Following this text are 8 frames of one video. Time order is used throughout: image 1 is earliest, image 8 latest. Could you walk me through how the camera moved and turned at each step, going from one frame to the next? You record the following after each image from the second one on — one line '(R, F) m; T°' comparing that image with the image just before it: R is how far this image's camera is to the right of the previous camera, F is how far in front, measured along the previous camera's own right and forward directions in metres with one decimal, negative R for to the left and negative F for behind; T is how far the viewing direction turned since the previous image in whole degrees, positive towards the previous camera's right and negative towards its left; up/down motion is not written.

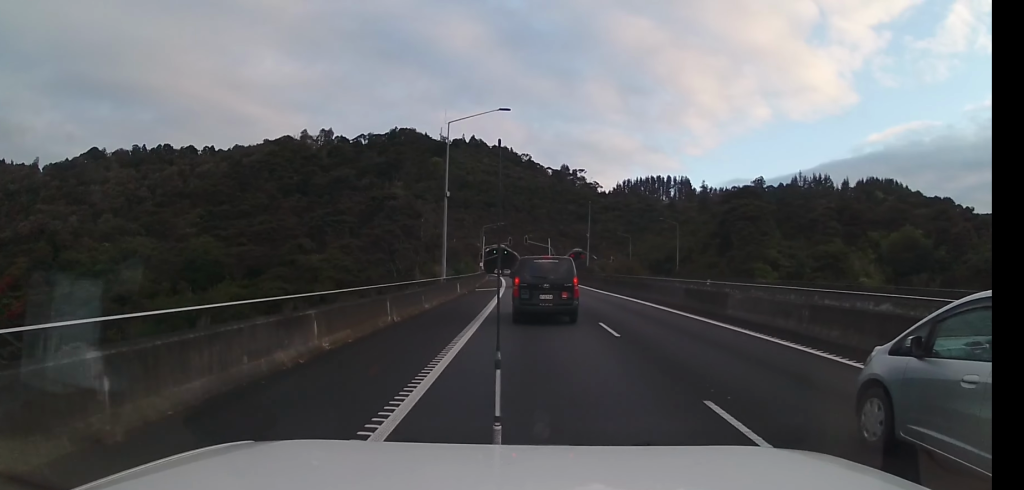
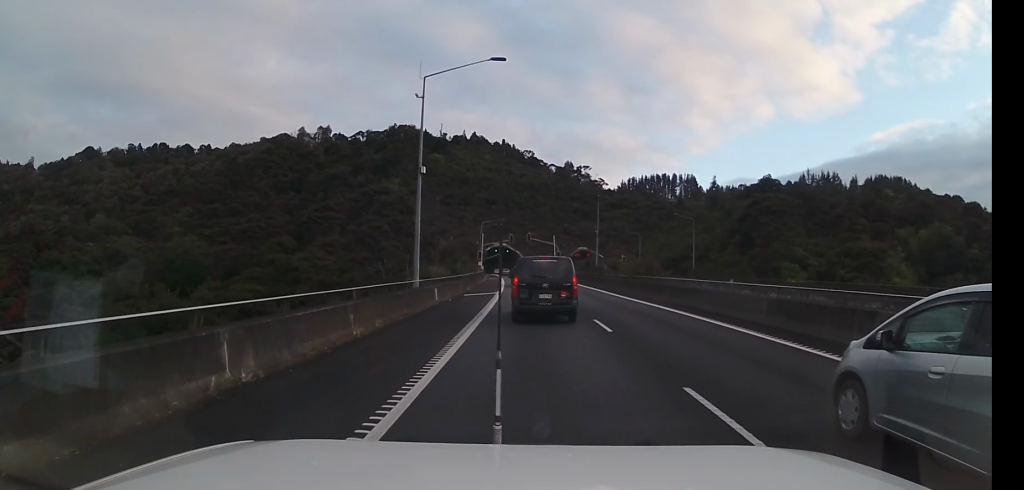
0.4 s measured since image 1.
(-0.2, +9.2) m; 0°
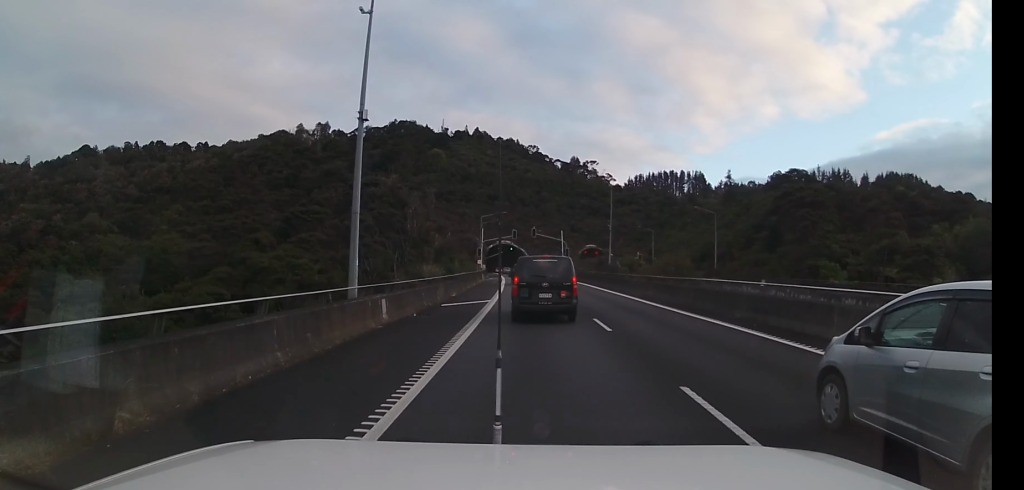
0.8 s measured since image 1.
(0.0, +9.9) m; 0°
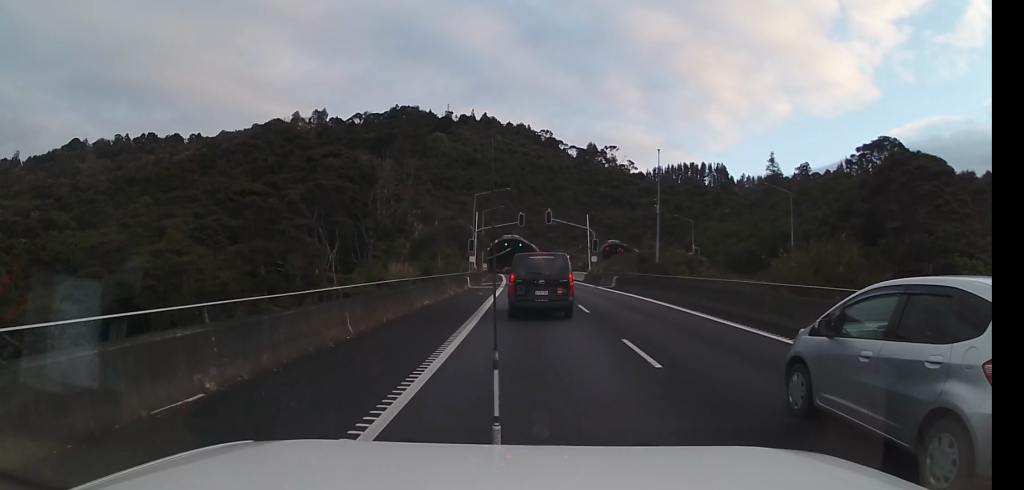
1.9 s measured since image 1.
(+0.1, +24.7) m; -1°
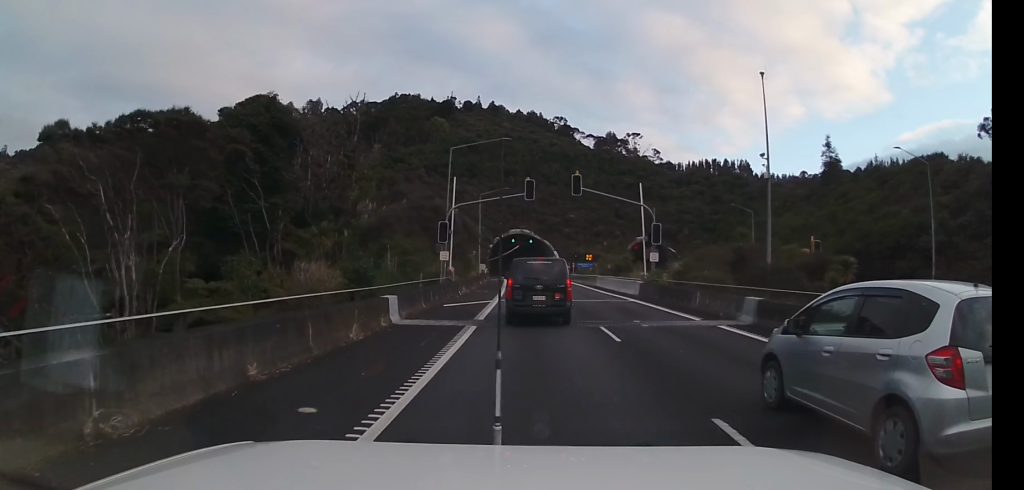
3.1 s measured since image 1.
(-0.5, +26.1) m; -1°
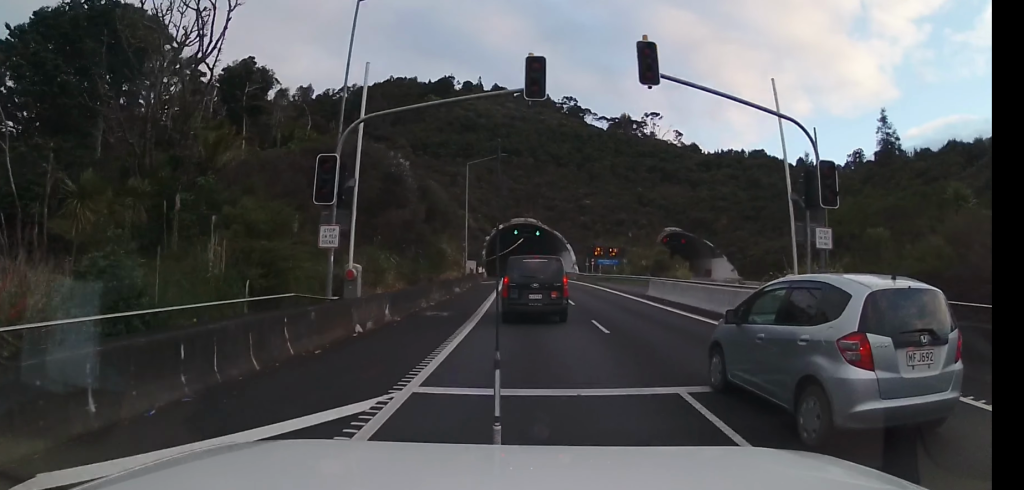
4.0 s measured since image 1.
(0.0, +20.5) m; 0°
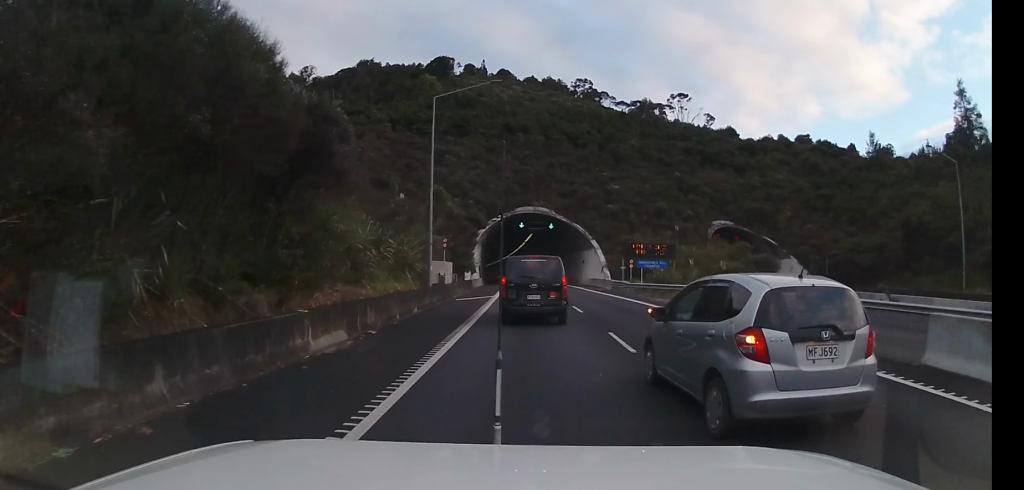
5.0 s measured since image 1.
(-0.2, +22.6) m; -1°
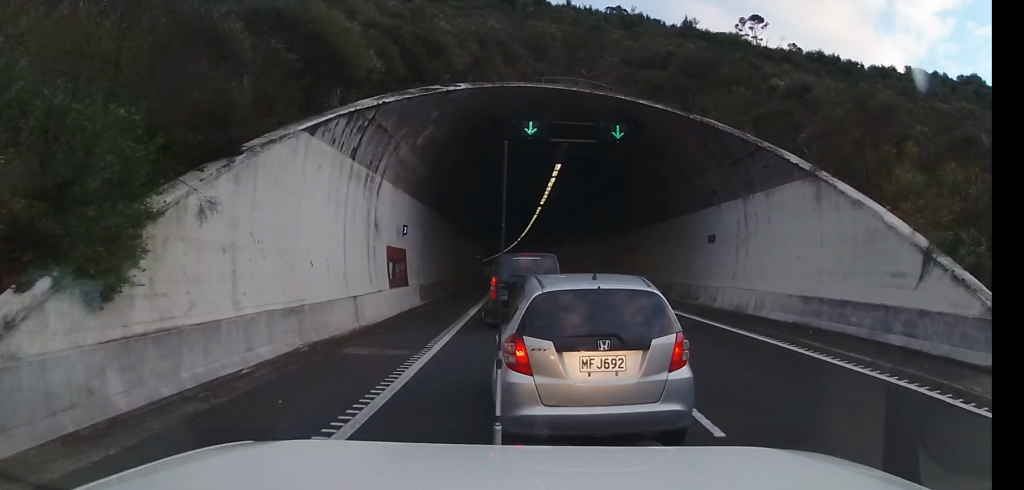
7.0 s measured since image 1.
(-0.5, +44.3) m; -2°
